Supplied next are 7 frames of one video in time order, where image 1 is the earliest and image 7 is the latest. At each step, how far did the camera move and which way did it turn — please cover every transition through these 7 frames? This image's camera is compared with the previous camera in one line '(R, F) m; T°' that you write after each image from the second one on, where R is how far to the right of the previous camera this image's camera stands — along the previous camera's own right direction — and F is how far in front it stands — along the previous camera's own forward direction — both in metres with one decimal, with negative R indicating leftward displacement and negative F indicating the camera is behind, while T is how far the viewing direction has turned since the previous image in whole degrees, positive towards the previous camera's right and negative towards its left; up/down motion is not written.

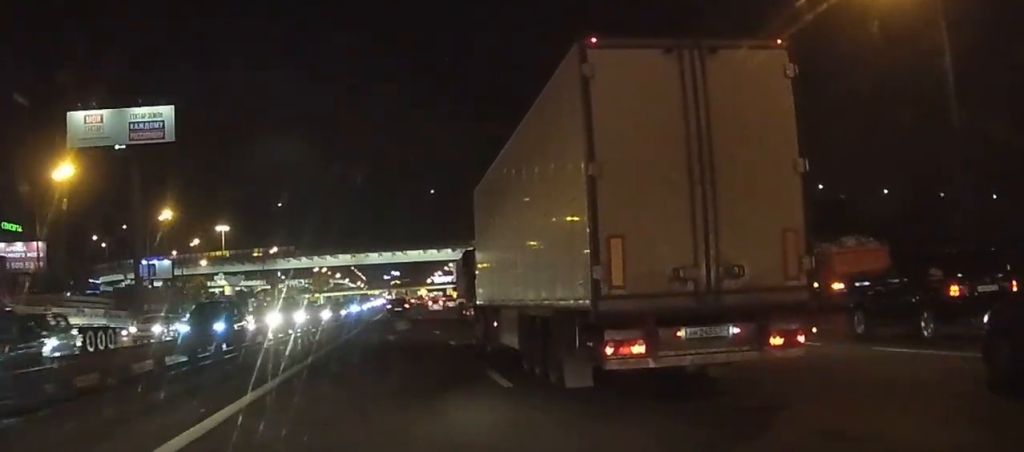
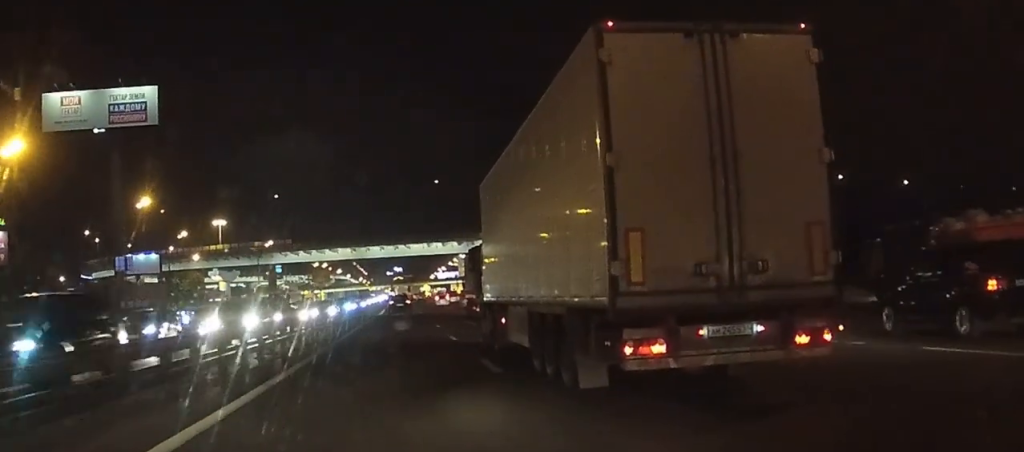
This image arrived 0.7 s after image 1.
(0.0, +9.6) m; 0°
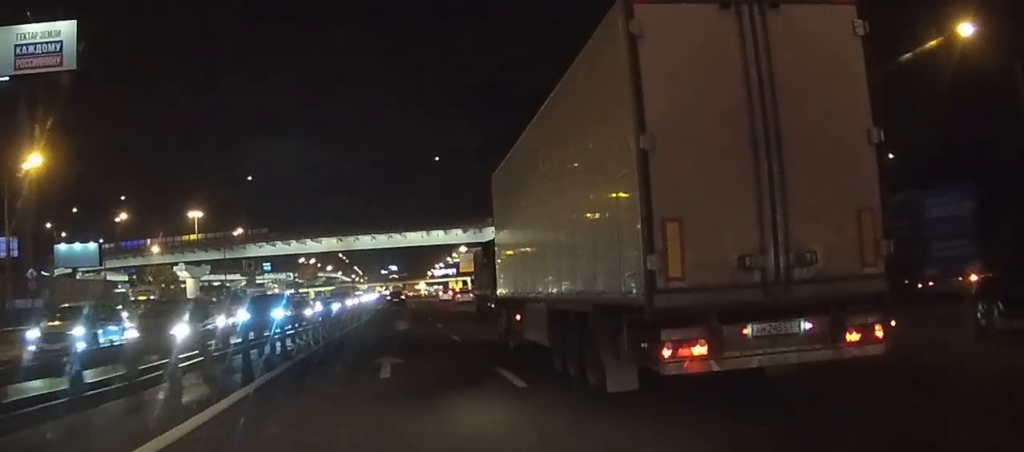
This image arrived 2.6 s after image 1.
(+0.1, +27.0) m; +1°
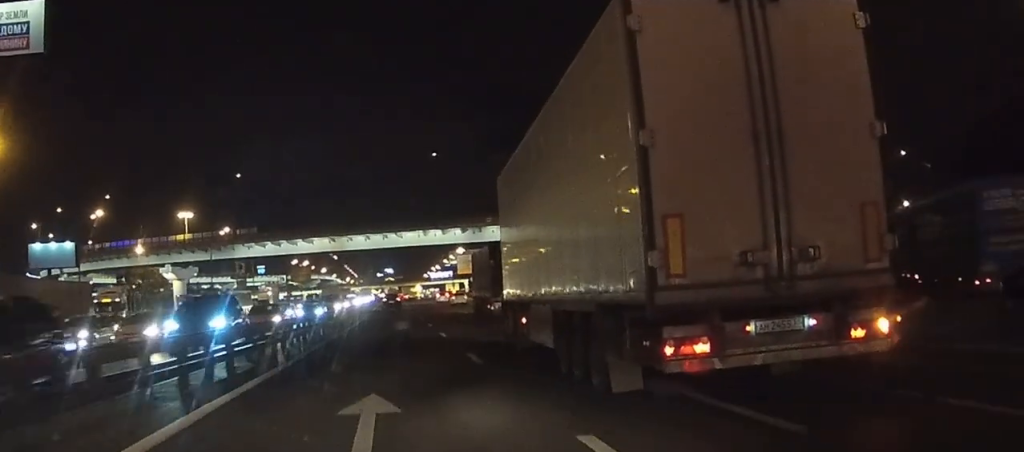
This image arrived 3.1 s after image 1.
(+0.1, +7.2) m; 0°
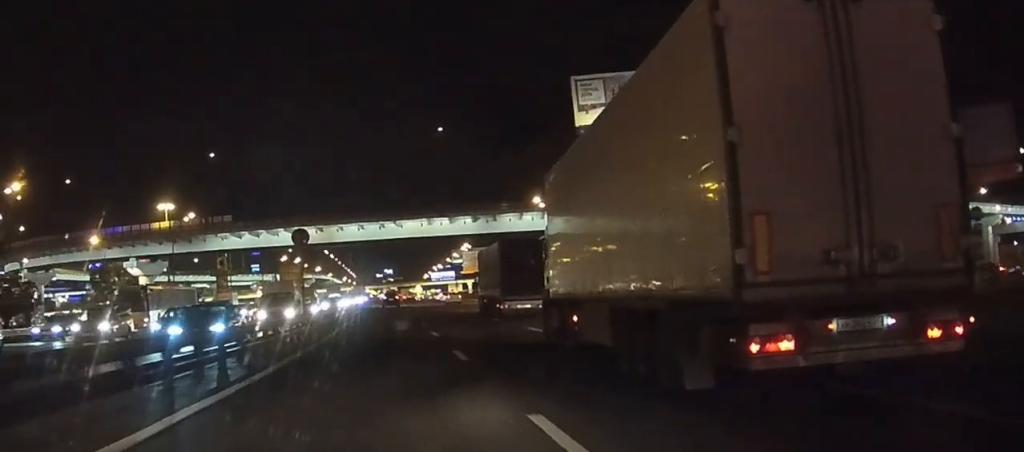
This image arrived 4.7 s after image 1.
(0.0, +22.5) m; 0°
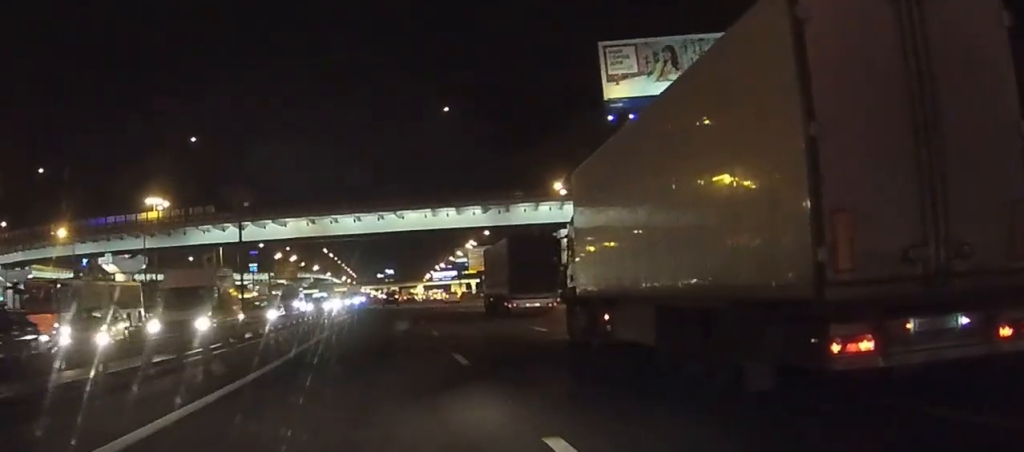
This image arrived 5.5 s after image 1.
(0.0, +13.1) m; 0°
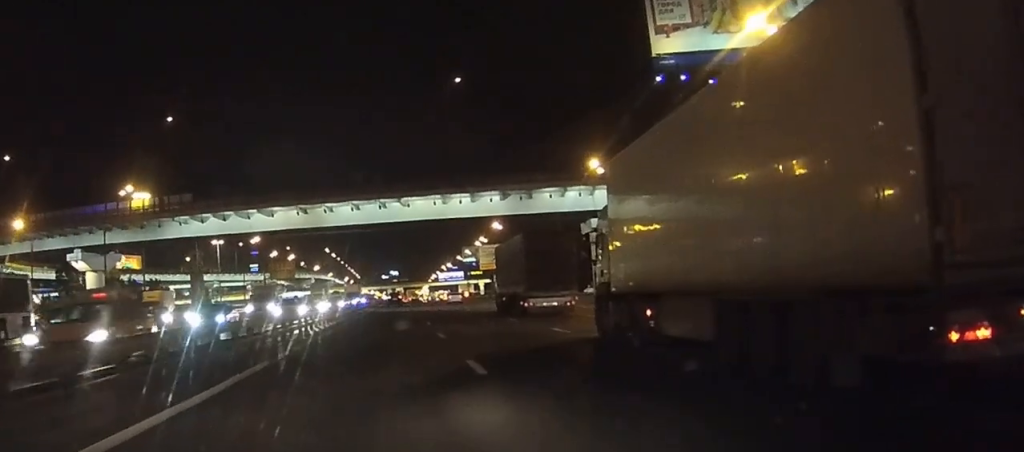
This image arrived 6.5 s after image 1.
(-0.1, +15.0) m; 0°
